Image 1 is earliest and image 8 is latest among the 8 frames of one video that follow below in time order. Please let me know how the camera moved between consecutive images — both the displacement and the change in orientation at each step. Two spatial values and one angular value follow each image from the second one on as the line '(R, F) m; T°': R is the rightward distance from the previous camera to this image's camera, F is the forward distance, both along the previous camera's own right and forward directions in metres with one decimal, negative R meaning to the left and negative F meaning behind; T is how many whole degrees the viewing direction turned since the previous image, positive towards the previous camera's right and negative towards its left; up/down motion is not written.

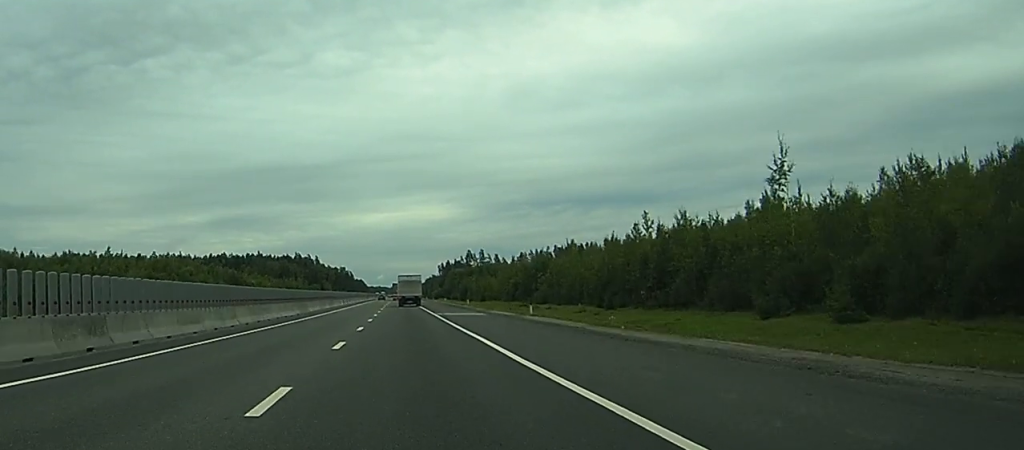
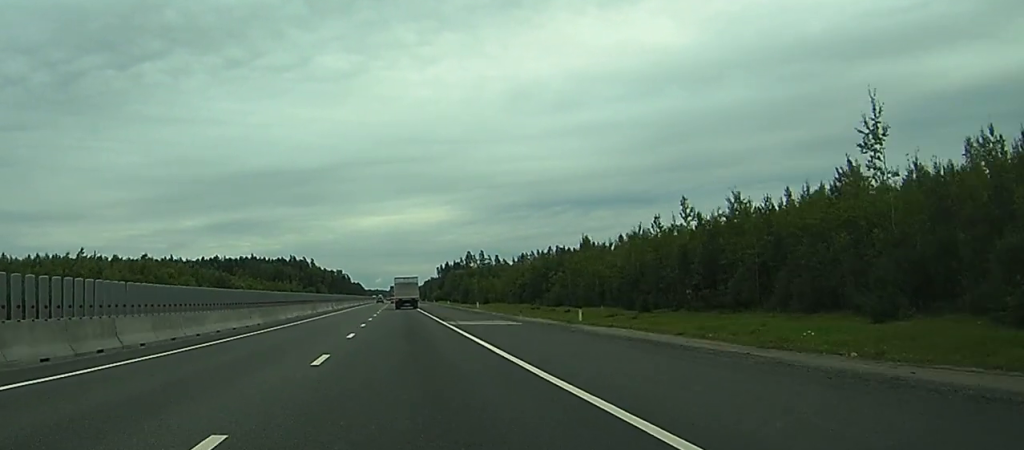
(-0.1, +16.1) m; 0°
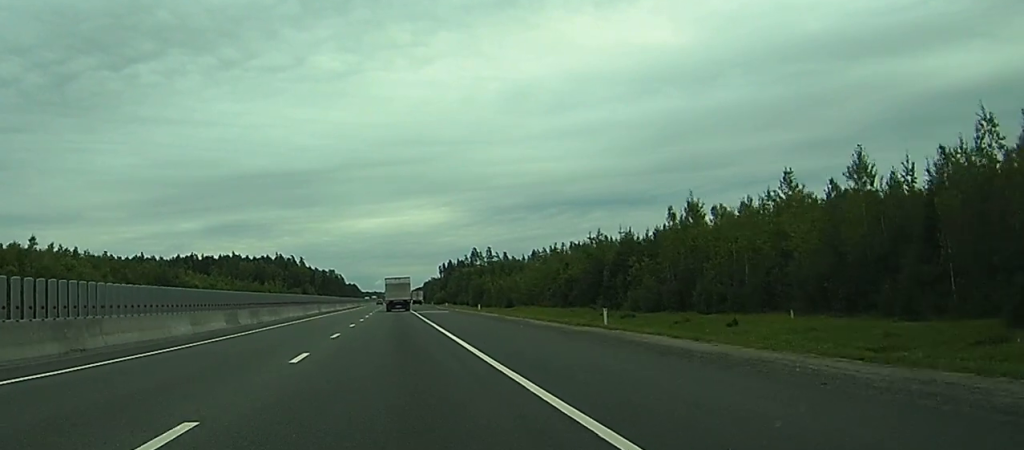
(0.0, +58.0) m; +1°
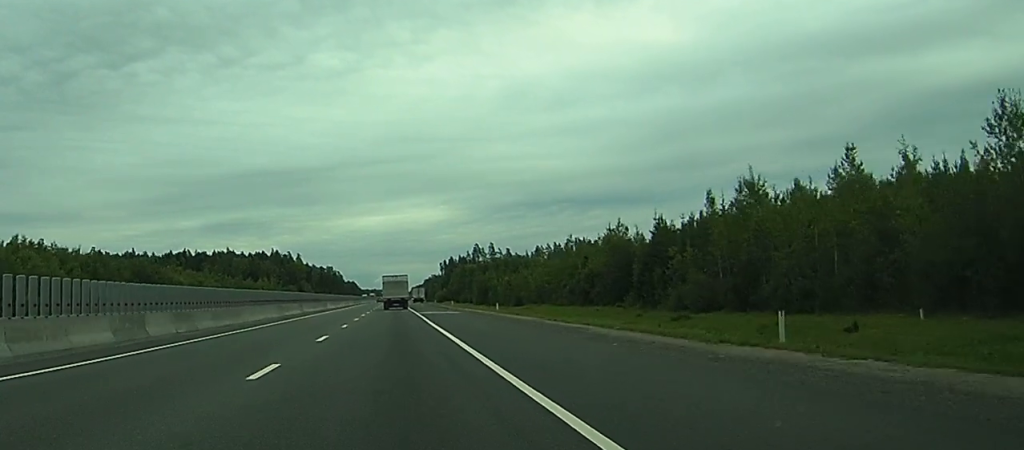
(0.0, +16.0) m; 0°
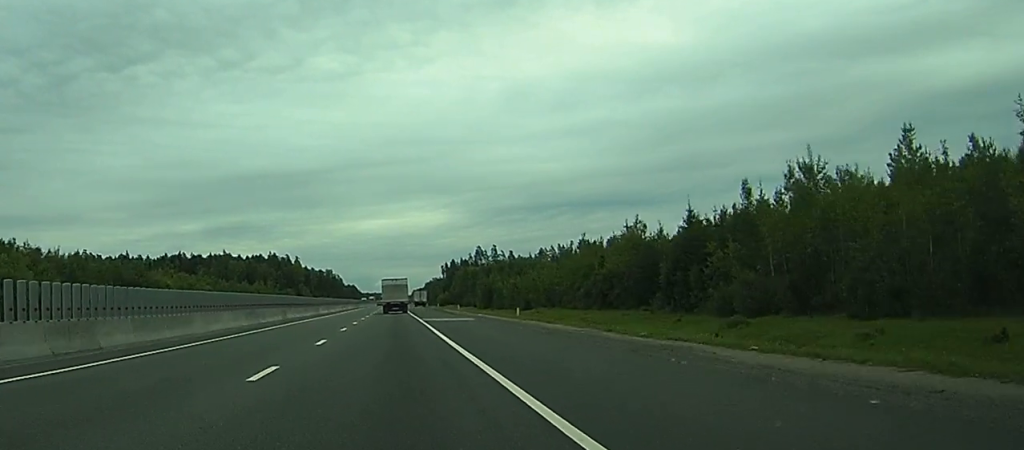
(+0.1, +11.5) m; 0°
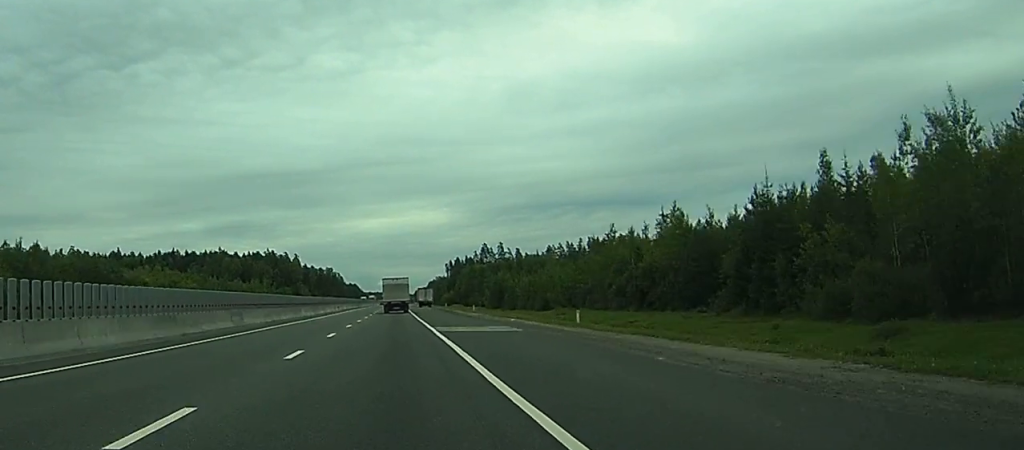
(0.0, +18.5) m; 0°
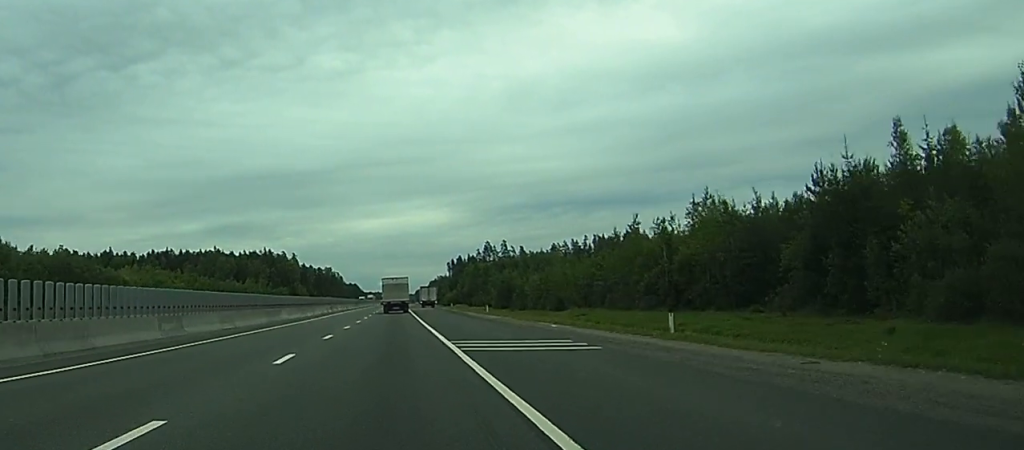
(0.0, +13.2) m; 0°
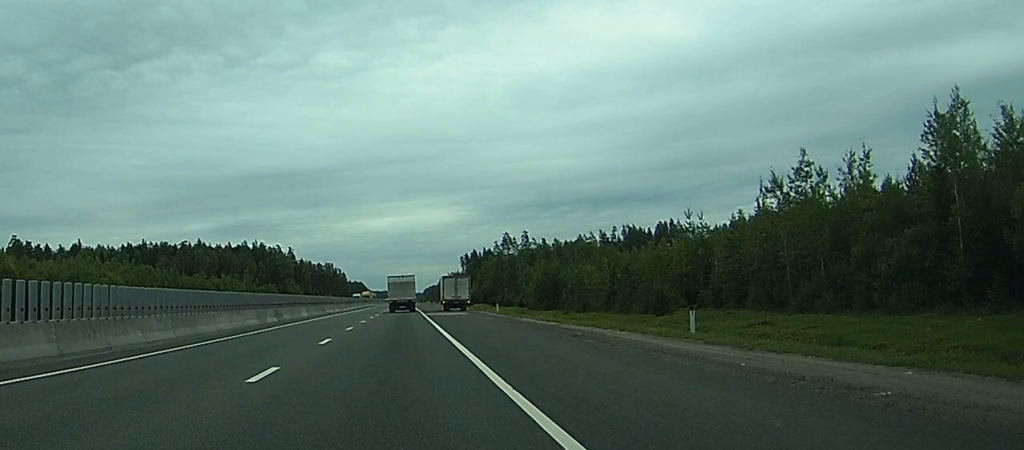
(-0.6, +51.7) m; -1°
